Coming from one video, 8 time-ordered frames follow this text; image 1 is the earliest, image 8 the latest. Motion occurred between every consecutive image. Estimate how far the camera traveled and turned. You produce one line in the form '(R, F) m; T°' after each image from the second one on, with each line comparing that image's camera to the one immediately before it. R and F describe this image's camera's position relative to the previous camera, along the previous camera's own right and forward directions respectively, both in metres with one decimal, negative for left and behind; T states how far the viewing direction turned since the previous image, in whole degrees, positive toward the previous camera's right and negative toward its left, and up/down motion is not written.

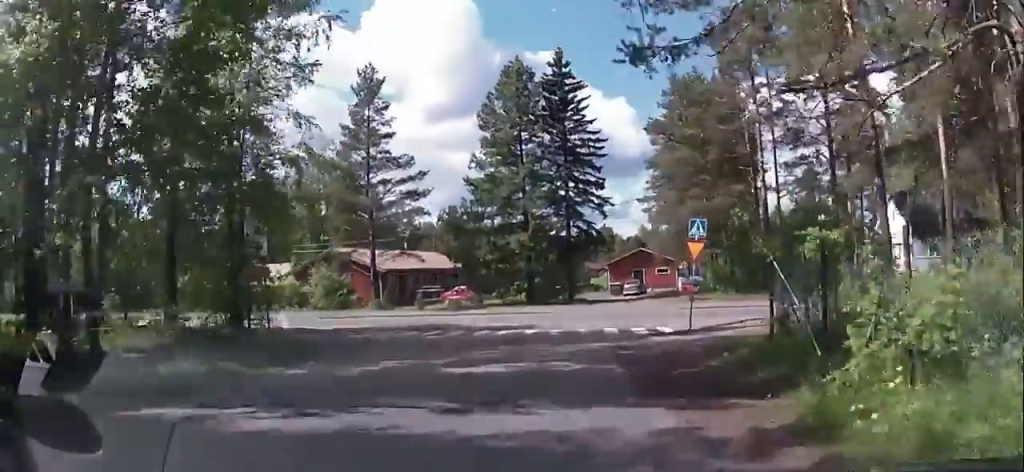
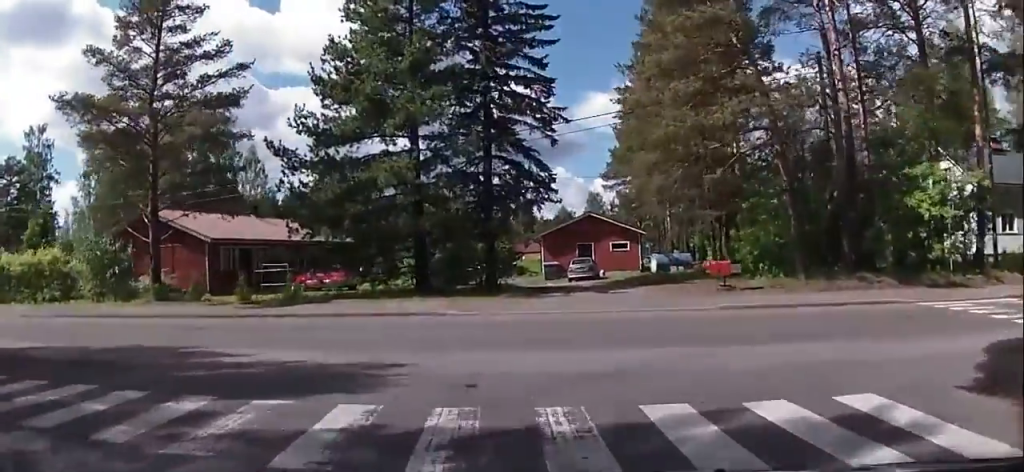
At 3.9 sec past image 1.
(+0.2, +20.9) m; 0°
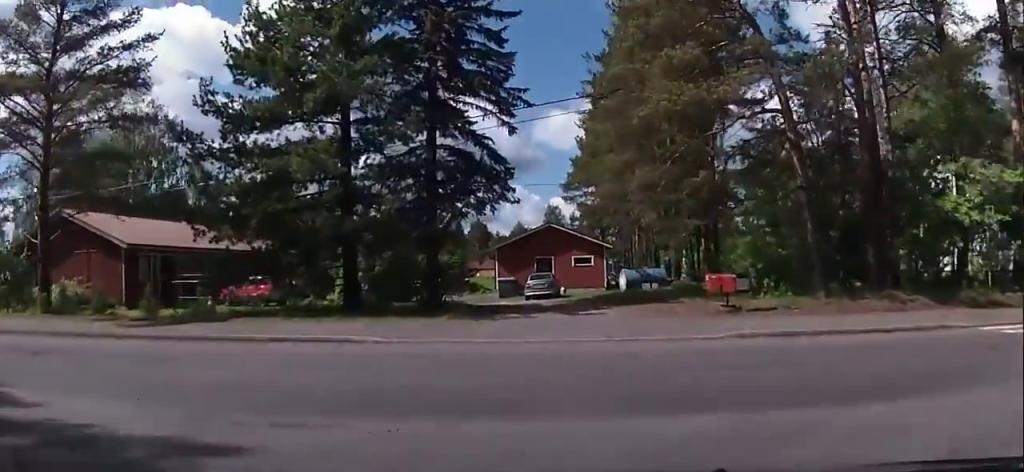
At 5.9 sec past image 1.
(0.0, +6.7) m; -17°
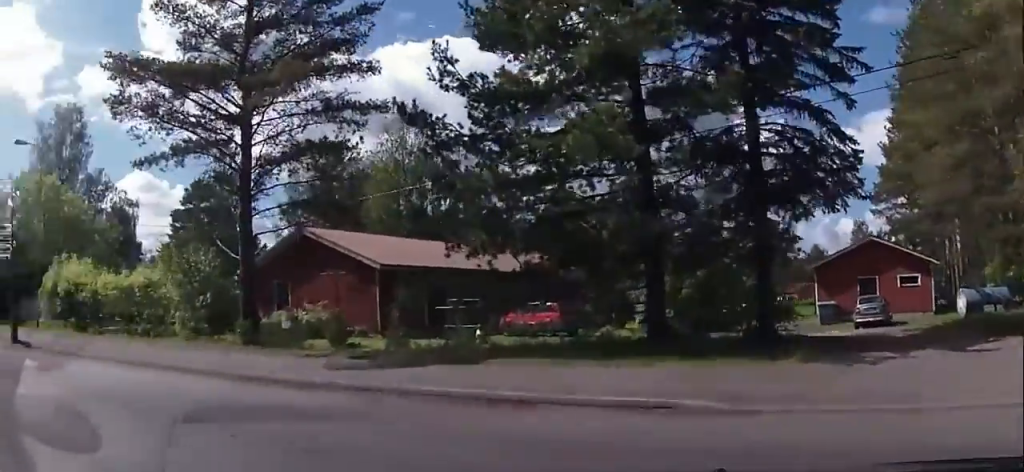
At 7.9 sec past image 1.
(-2.1, +5.8) m; -35°
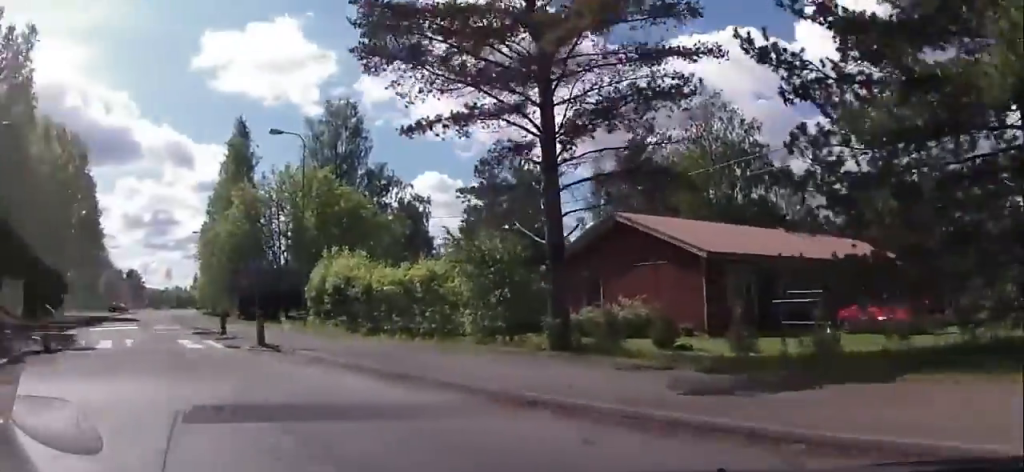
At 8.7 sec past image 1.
(-0.8, +3.6) m; -7°
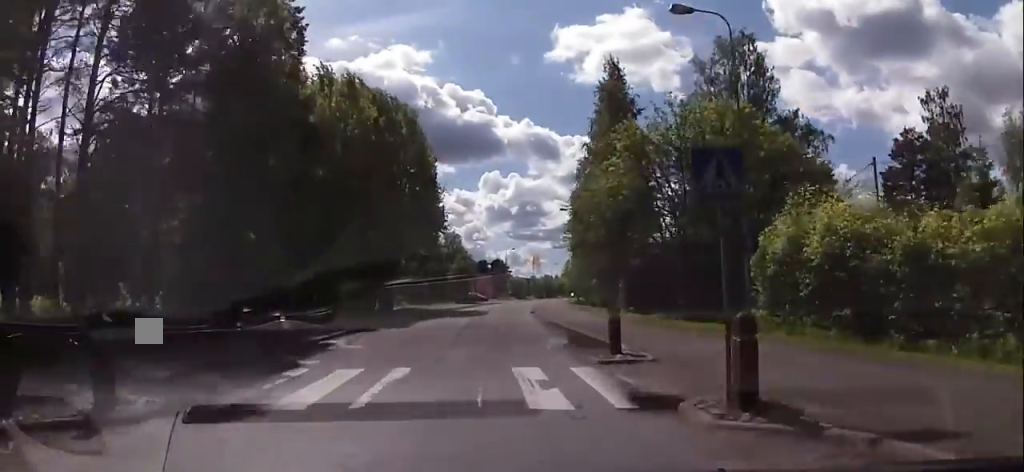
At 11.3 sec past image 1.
(-1.1, +12.4) m; -6°
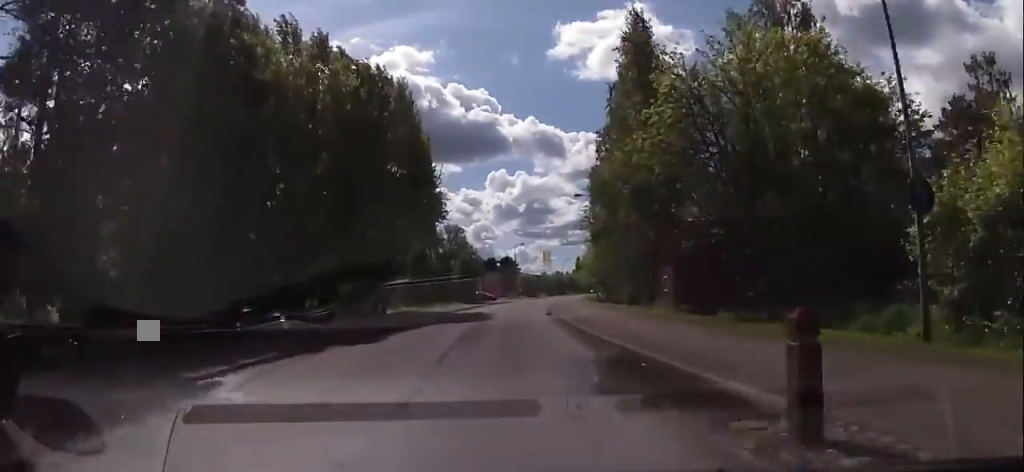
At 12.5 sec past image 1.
(-0.1, +7.2) m; -4°
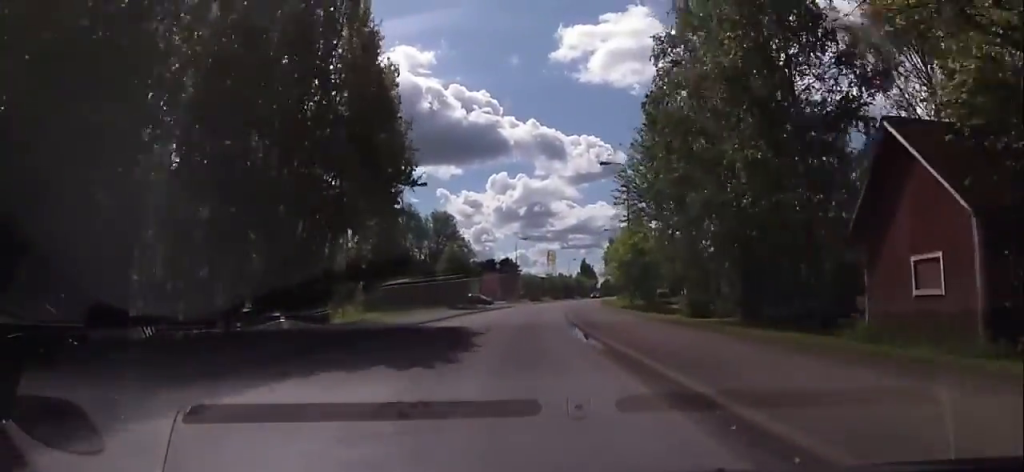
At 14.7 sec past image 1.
(-1.1, +15.3) m; -6°
